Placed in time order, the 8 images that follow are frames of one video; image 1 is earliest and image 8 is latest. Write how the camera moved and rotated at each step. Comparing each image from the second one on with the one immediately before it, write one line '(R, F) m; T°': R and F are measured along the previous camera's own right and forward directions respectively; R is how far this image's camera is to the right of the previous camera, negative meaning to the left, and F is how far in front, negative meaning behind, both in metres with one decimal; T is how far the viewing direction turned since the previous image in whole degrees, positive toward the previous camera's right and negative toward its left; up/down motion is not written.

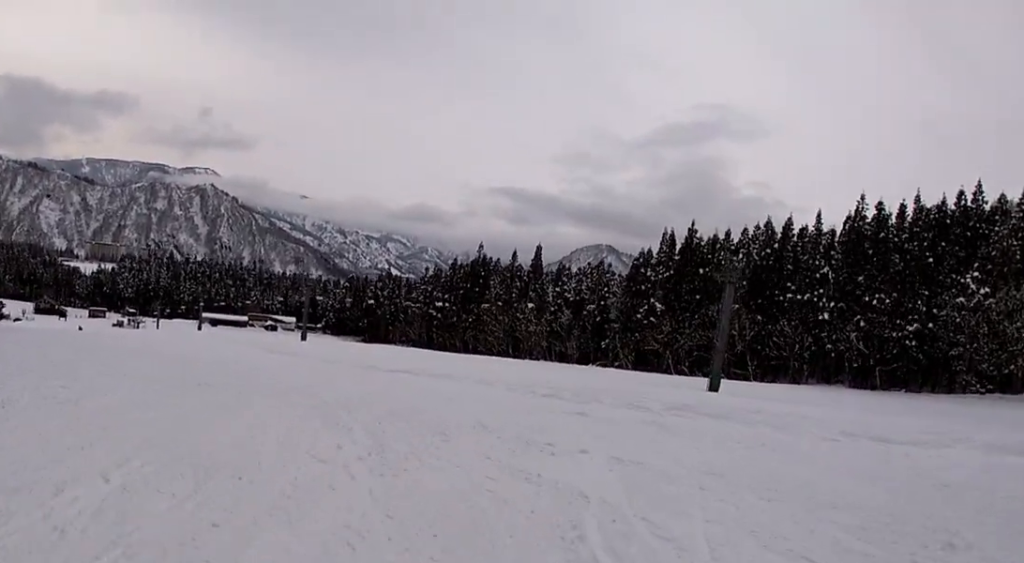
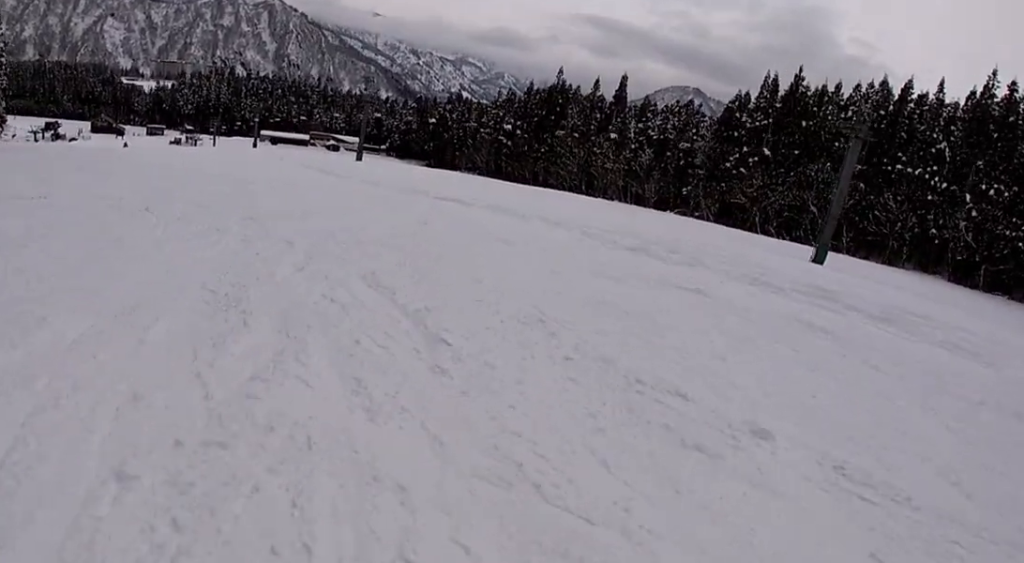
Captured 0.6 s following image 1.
(-1.0, +5.7) m; -11°
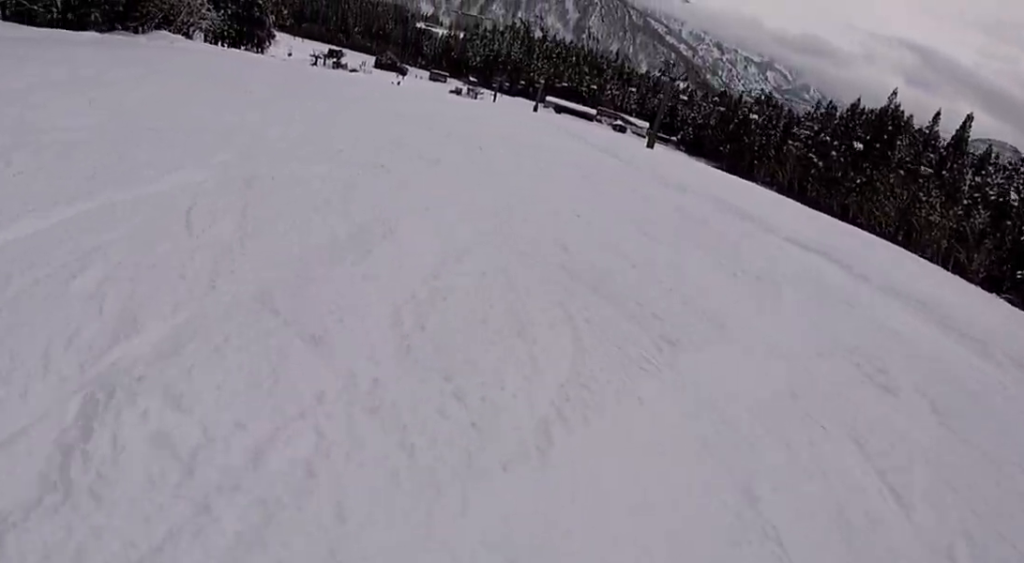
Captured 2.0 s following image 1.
(-2.5, +12.0) m; -25°
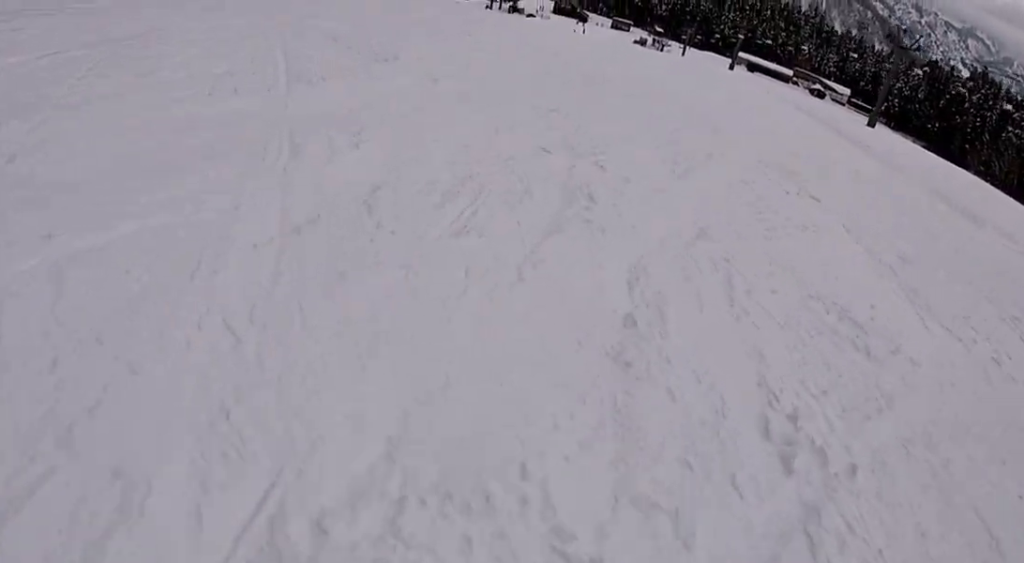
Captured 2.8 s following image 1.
(-1.0, +6.8) m; -9°
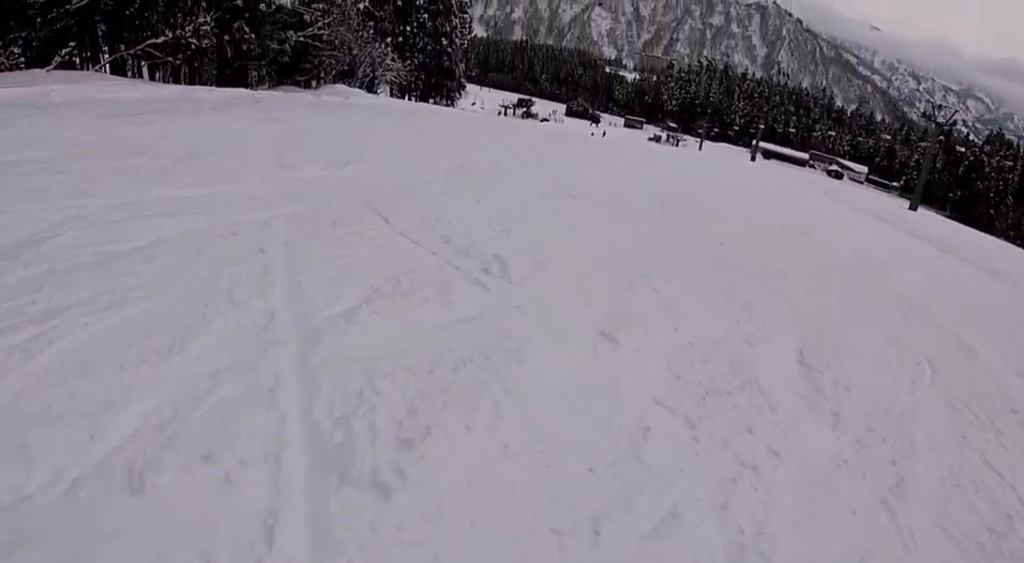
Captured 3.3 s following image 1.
(-0.2, +4.6) m; -1°
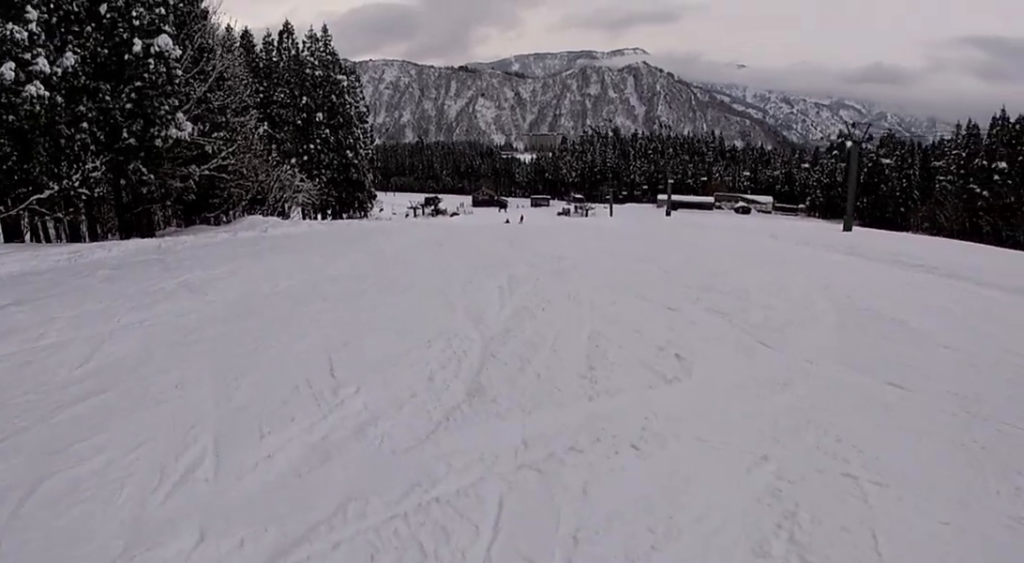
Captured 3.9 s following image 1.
(-0.3, +4.6) m; +4°
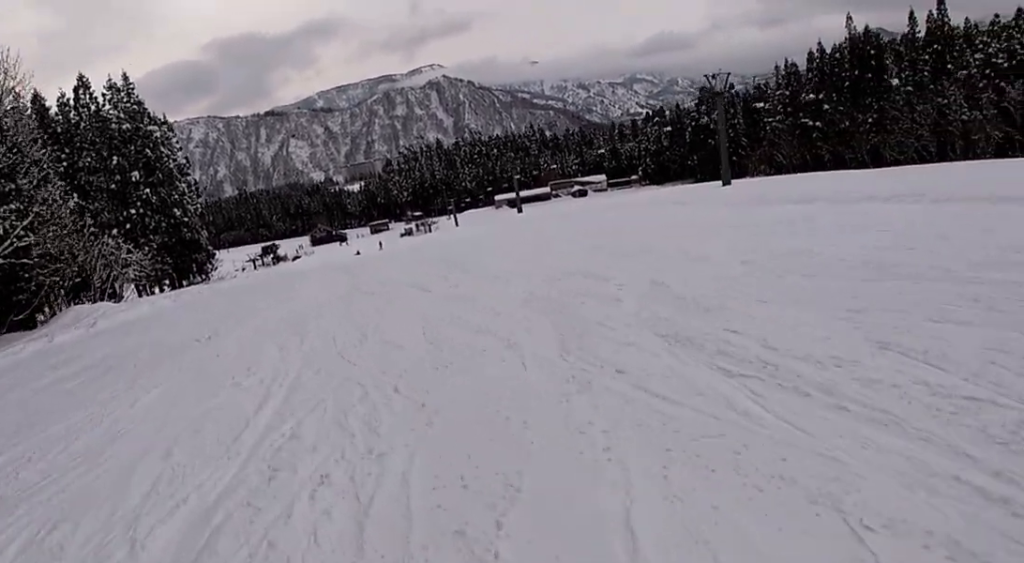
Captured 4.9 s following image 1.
(+1.2, +8.4) m; +14°
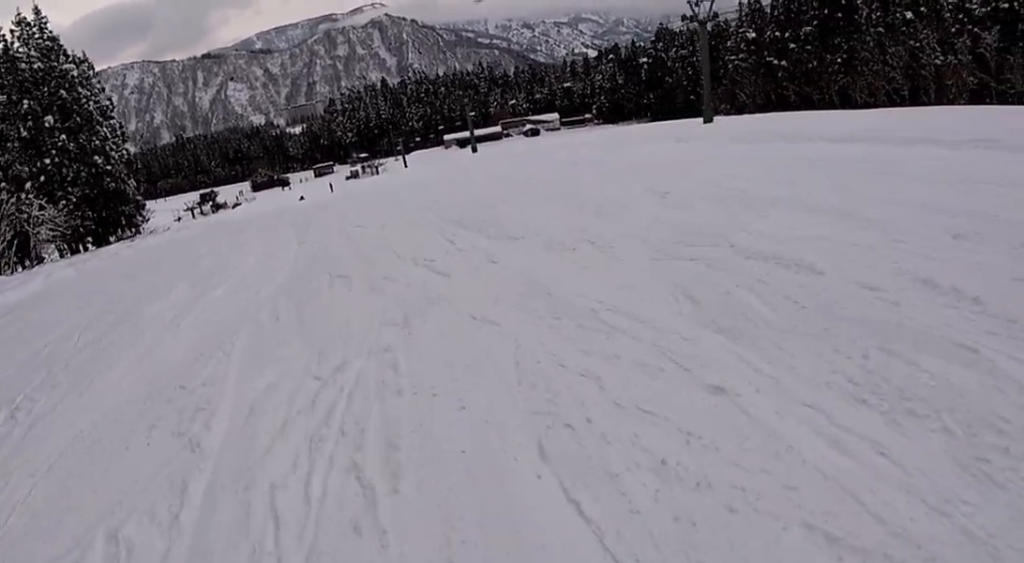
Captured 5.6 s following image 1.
(+0.5, +5.7) m; +14°
